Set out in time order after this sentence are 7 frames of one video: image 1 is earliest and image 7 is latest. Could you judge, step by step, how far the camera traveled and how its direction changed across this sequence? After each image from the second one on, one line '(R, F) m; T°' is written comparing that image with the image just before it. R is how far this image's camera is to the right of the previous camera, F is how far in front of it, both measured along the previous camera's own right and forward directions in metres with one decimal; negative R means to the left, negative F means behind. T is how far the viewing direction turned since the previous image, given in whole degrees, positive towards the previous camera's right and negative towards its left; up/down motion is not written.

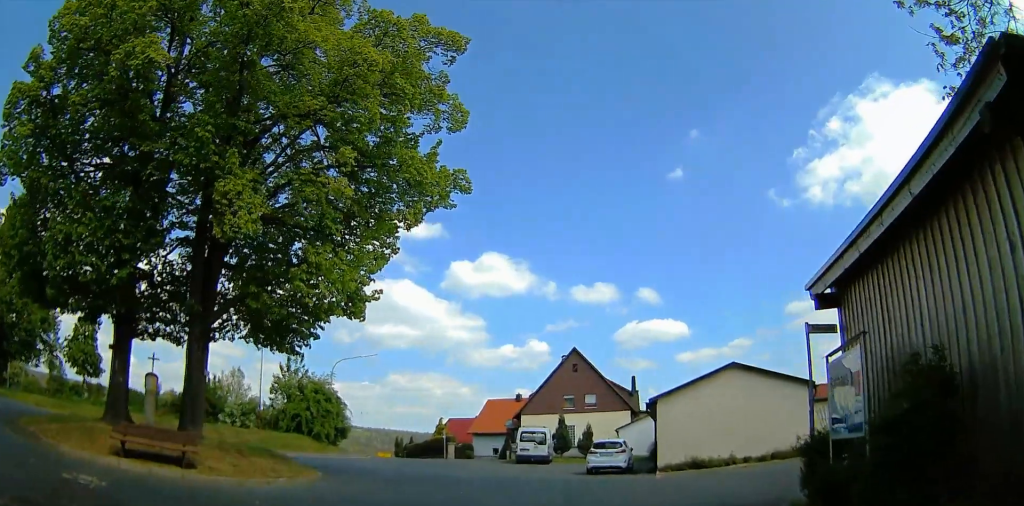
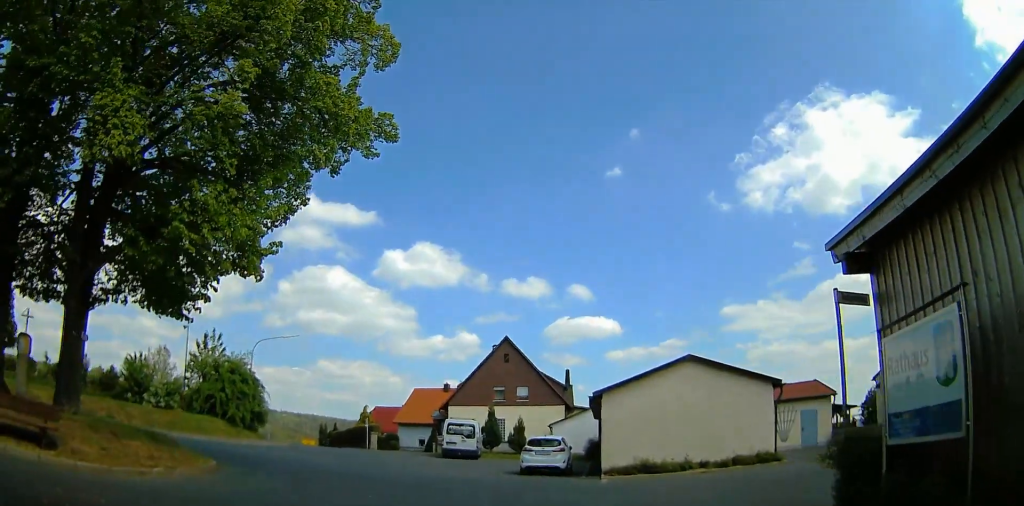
(+0.2, +3.0) m; +5°
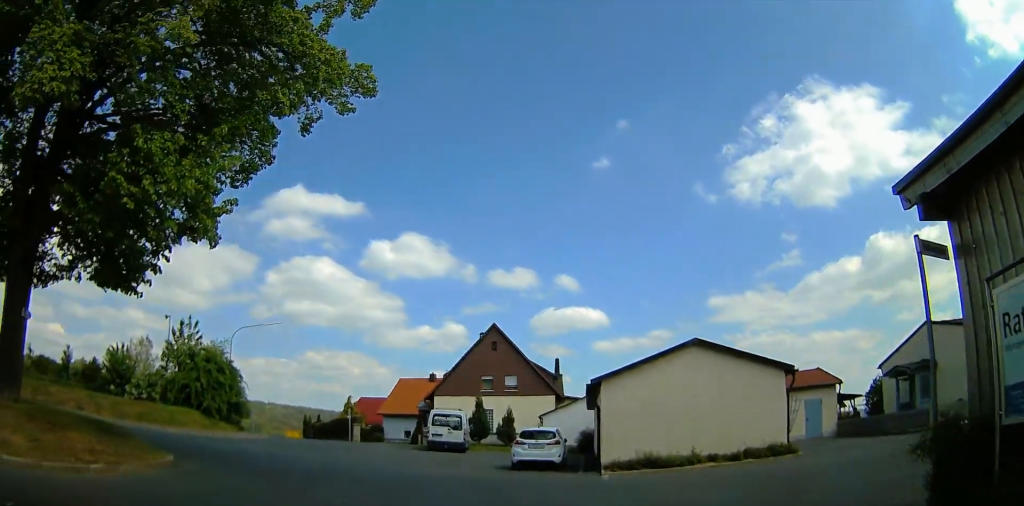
(+0.1, +2.0) m; +2°
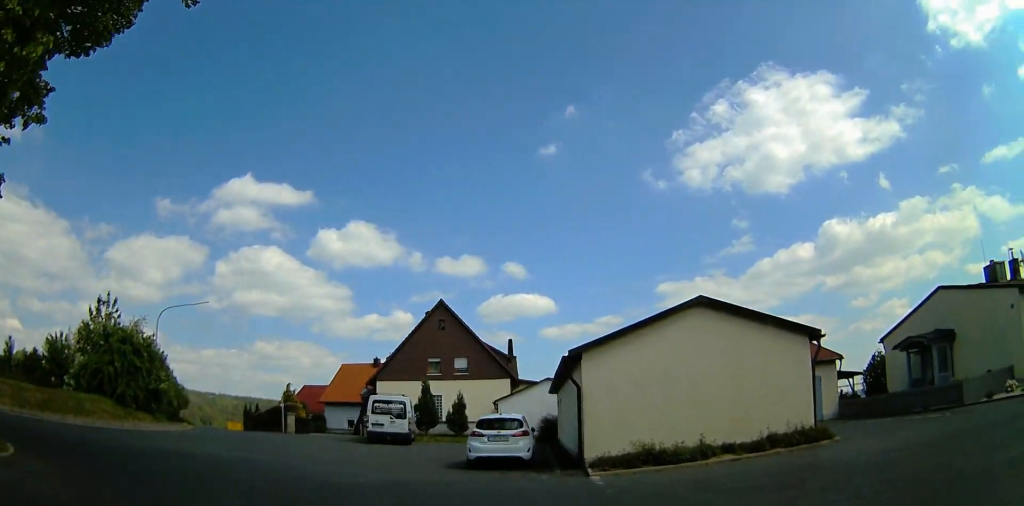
(+0.7, +5.7) m; +27°
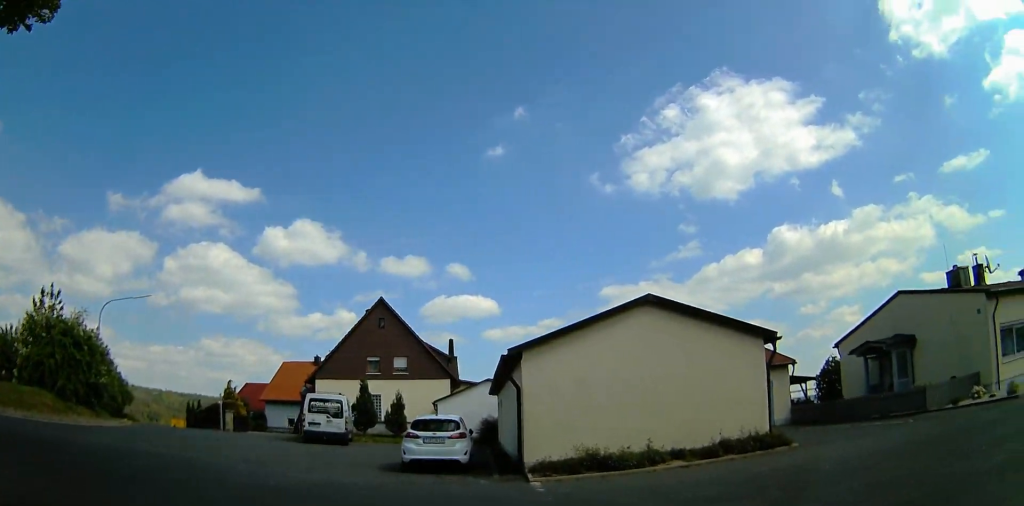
(+0.1, +1.1) m; +15°
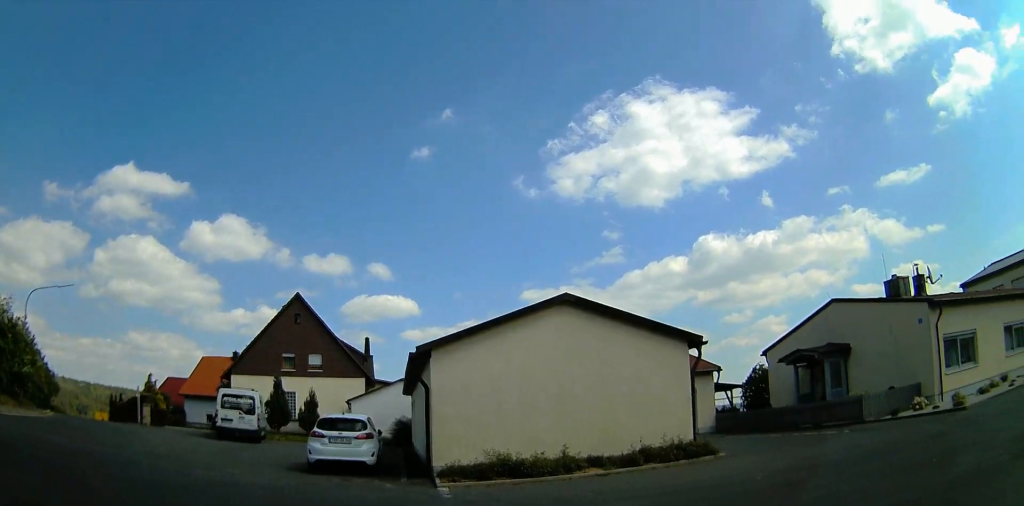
(-0.1, +0.8) m; +15°
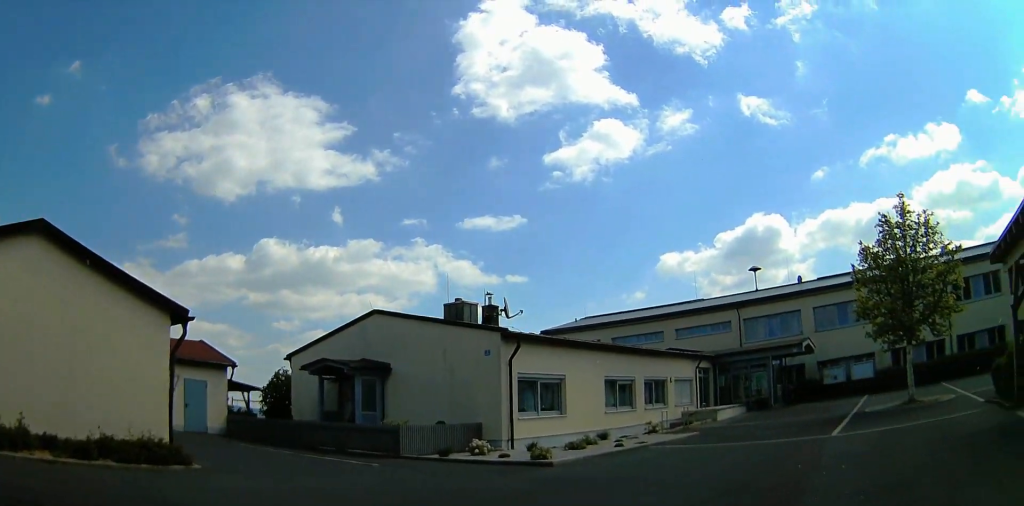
(+1.6, +3.2) m; +36°
